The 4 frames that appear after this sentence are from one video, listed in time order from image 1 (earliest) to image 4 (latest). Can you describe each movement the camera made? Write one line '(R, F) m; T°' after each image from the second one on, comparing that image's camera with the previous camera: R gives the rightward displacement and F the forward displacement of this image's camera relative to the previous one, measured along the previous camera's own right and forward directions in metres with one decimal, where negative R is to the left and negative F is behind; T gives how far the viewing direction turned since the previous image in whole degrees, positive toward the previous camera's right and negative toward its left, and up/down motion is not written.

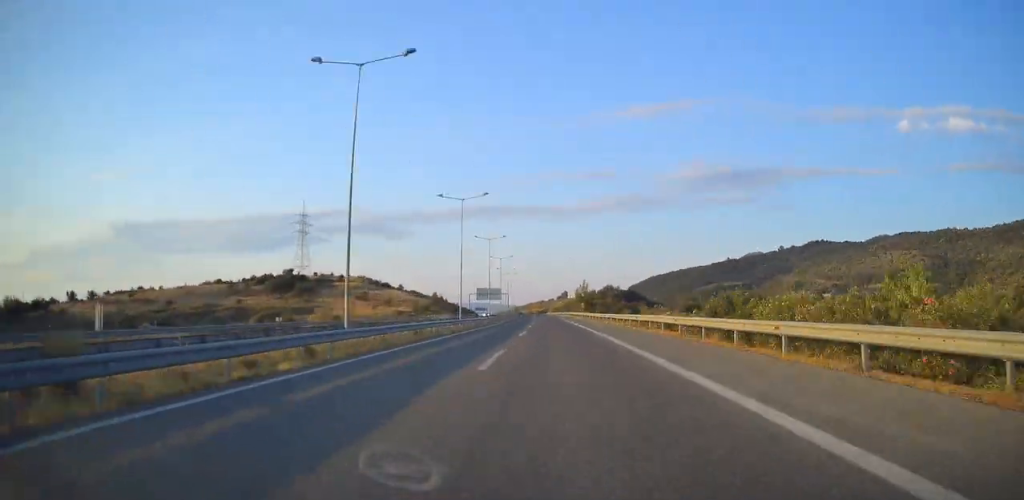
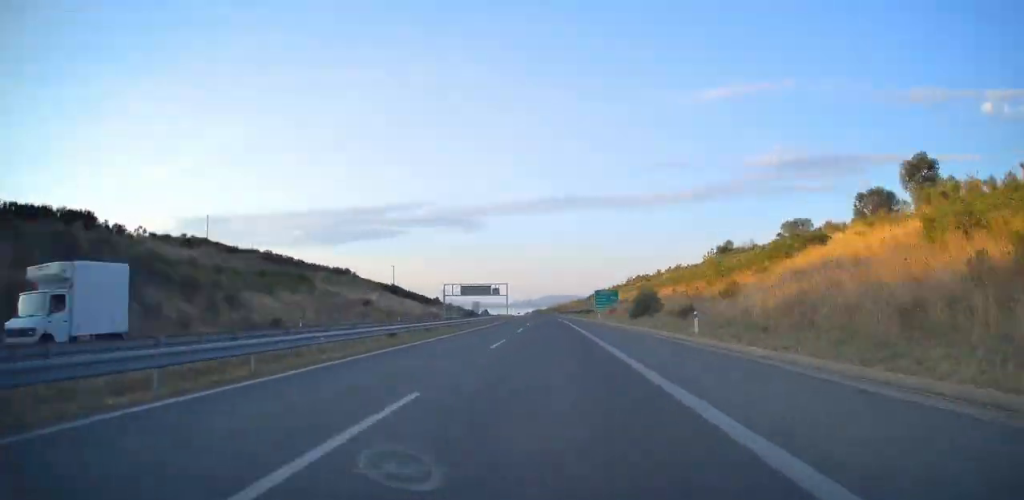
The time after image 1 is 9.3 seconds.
(-23.6, +389.8) m; -7°
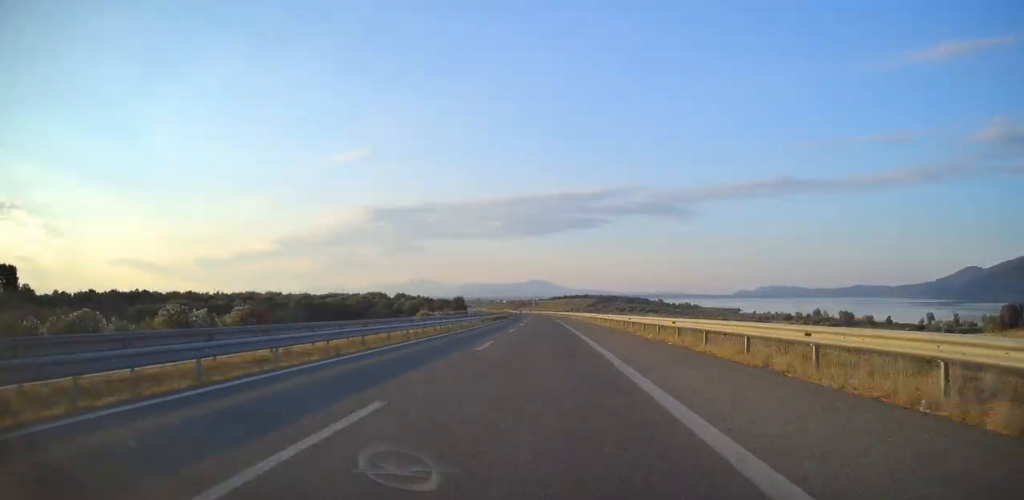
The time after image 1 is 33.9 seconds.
(-180.9, +1030.3) m; -20°
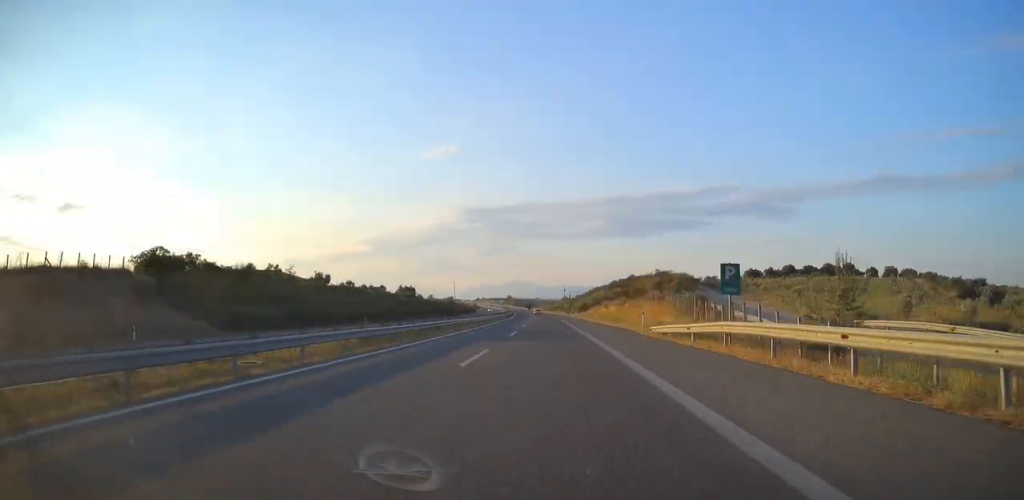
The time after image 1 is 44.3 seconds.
(-38.2, +458.6) m; -9°
